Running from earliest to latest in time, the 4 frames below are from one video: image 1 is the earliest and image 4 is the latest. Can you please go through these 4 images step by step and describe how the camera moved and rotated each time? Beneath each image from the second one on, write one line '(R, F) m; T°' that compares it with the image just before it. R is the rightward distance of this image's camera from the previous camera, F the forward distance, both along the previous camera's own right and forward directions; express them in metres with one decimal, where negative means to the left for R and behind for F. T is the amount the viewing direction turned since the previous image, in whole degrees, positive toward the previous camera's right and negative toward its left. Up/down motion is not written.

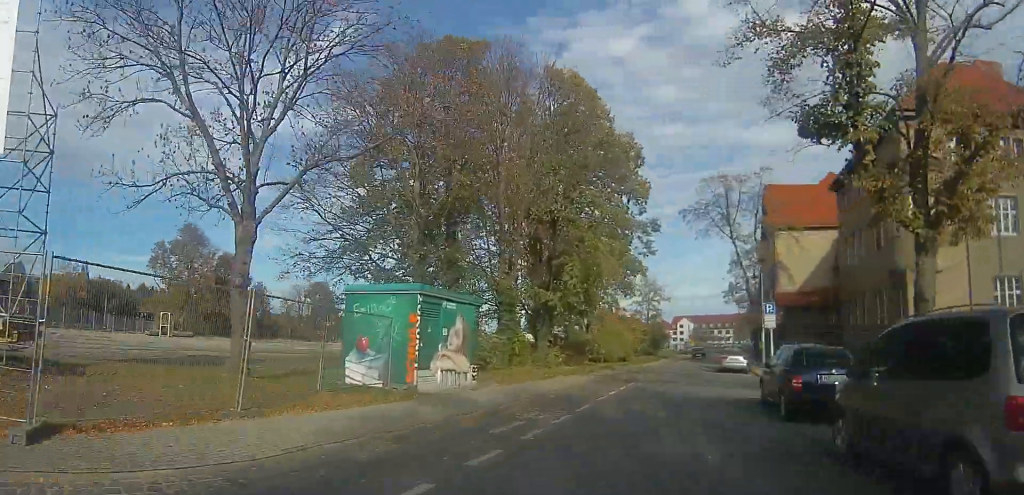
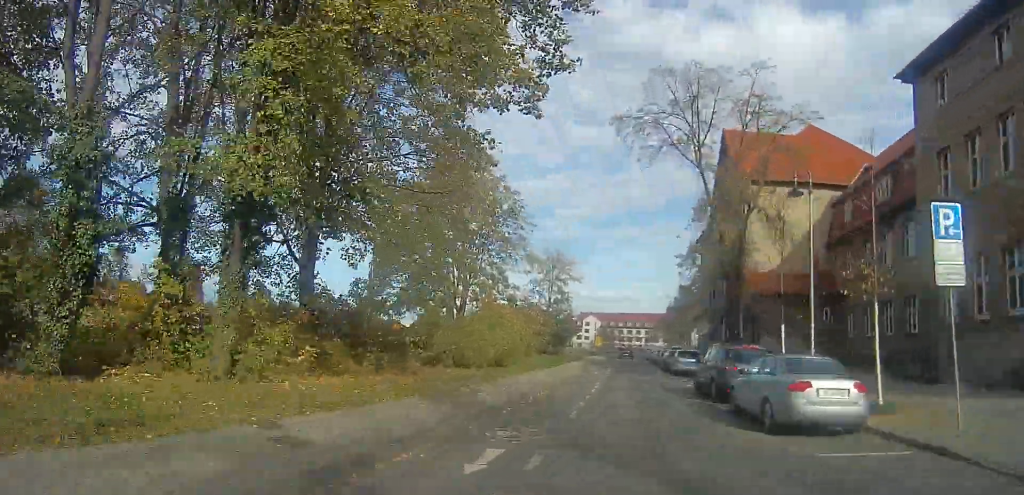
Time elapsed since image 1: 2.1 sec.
(+2.7, +20.0) m; +8°
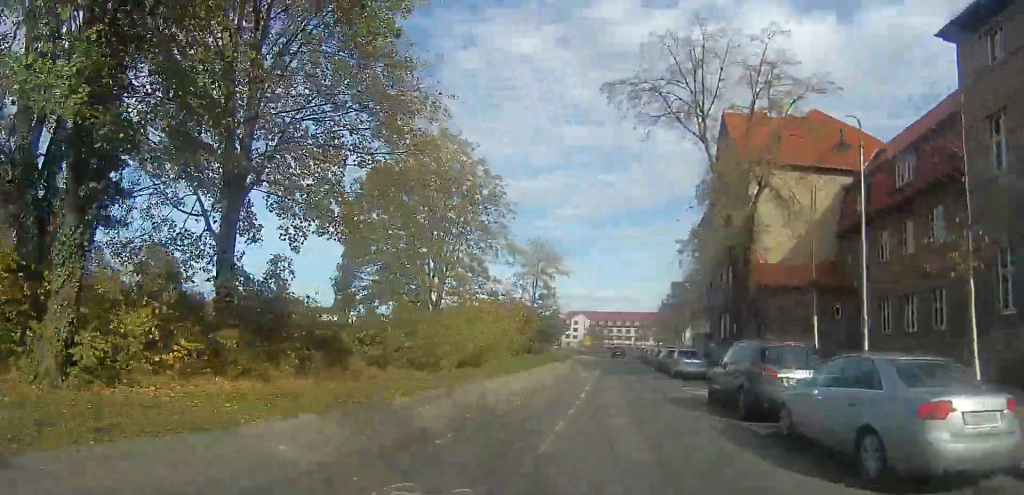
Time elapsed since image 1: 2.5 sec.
(-0.1, +3.8) m; 0°
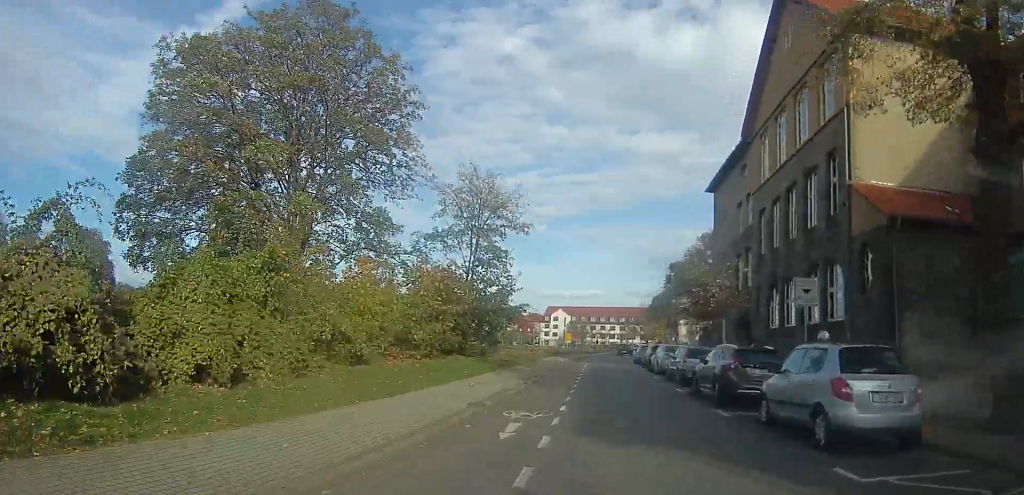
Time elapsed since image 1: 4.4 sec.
(+0.6, +17.8) m; +8°
